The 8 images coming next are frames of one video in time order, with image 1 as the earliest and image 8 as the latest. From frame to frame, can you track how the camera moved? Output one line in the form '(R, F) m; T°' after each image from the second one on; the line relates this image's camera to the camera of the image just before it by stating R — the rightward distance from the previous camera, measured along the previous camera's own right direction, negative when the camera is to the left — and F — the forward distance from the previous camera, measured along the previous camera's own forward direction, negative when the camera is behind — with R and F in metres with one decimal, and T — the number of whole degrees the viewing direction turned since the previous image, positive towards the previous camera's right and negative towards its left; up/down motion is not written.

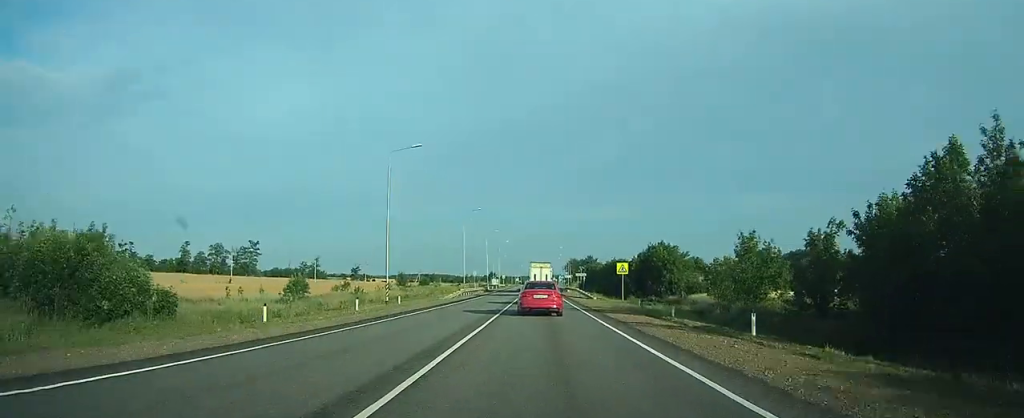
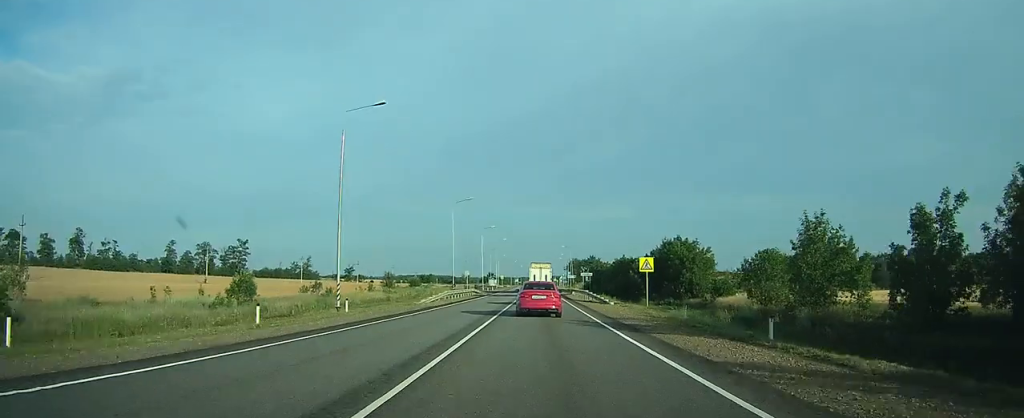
(0.0, +11.1) m; 0°
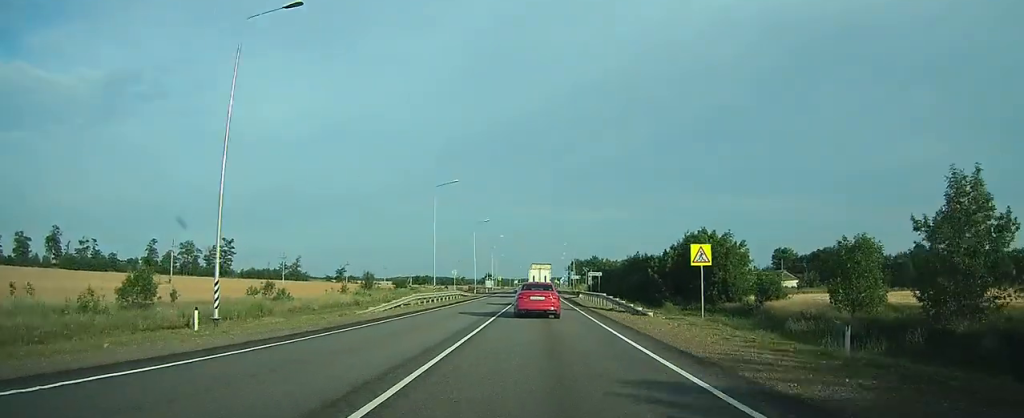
(0.0, +13.3) m; 0°
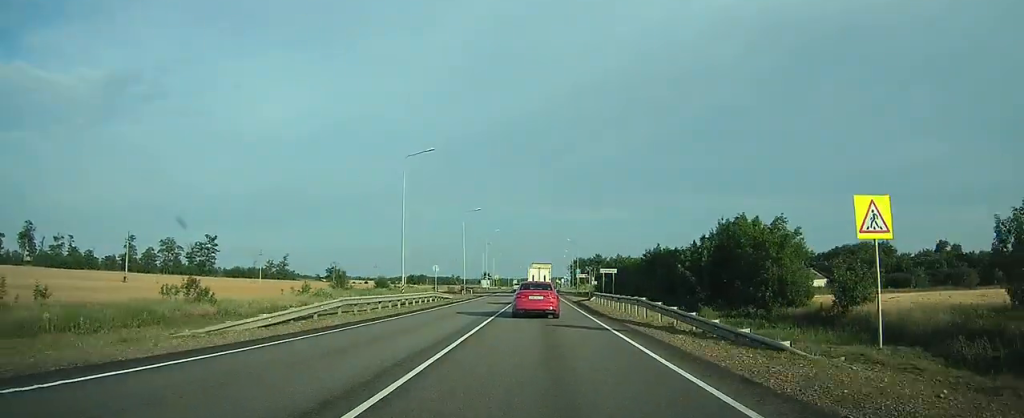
(0.0, +14.0) m; 0°
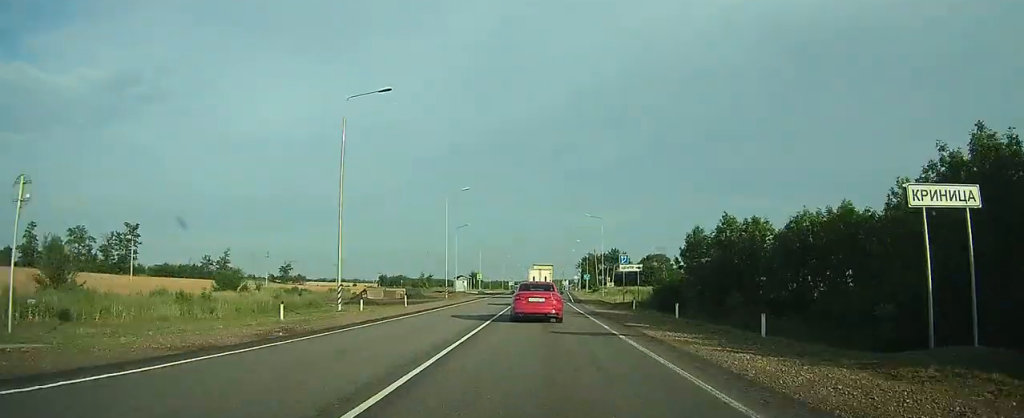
(0.0, +51.1) m; 0°
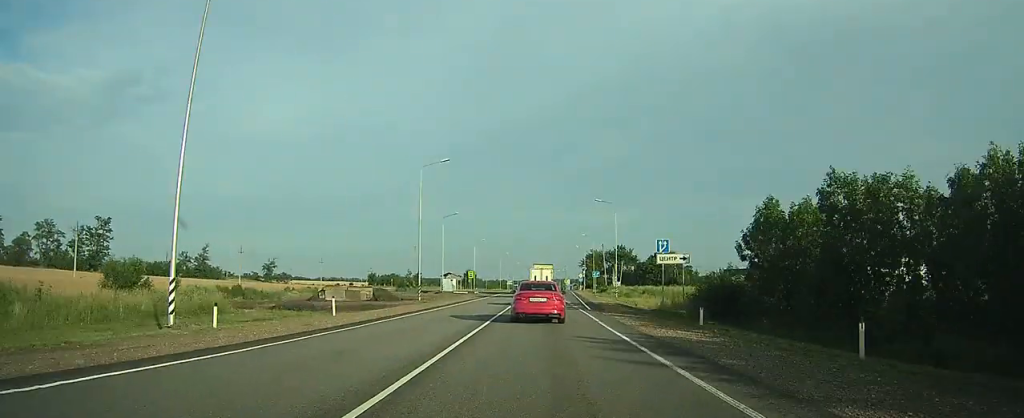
(0.0, +14.5) m; 0°
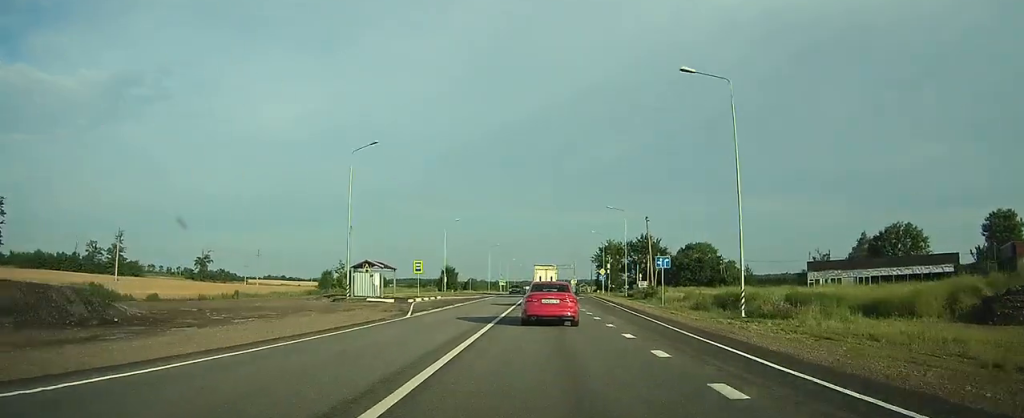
(+0.1, +44.2) m; 0°
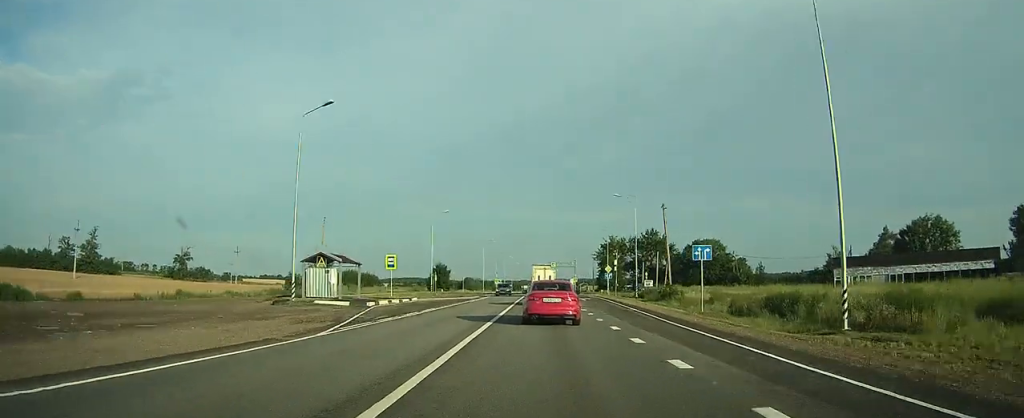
(0.0, +9.9) m; 0°
